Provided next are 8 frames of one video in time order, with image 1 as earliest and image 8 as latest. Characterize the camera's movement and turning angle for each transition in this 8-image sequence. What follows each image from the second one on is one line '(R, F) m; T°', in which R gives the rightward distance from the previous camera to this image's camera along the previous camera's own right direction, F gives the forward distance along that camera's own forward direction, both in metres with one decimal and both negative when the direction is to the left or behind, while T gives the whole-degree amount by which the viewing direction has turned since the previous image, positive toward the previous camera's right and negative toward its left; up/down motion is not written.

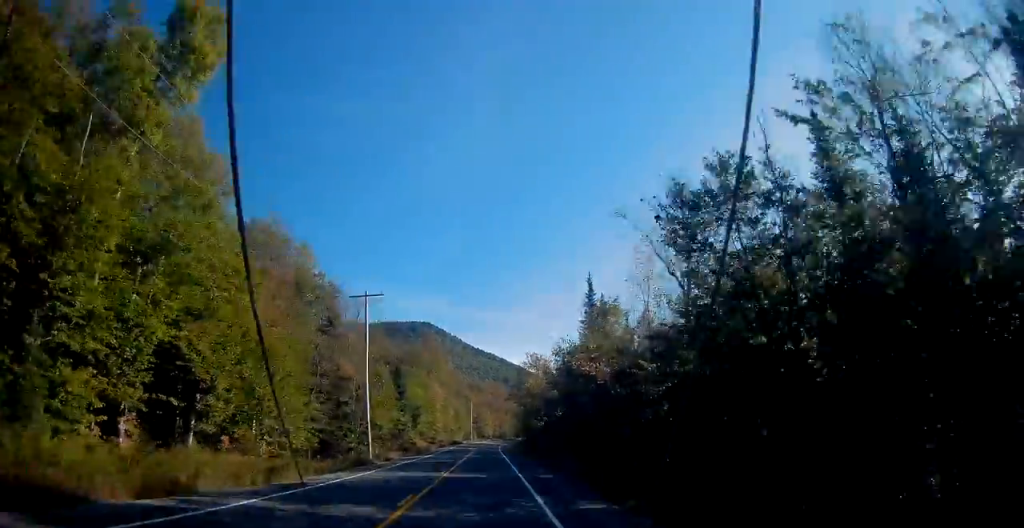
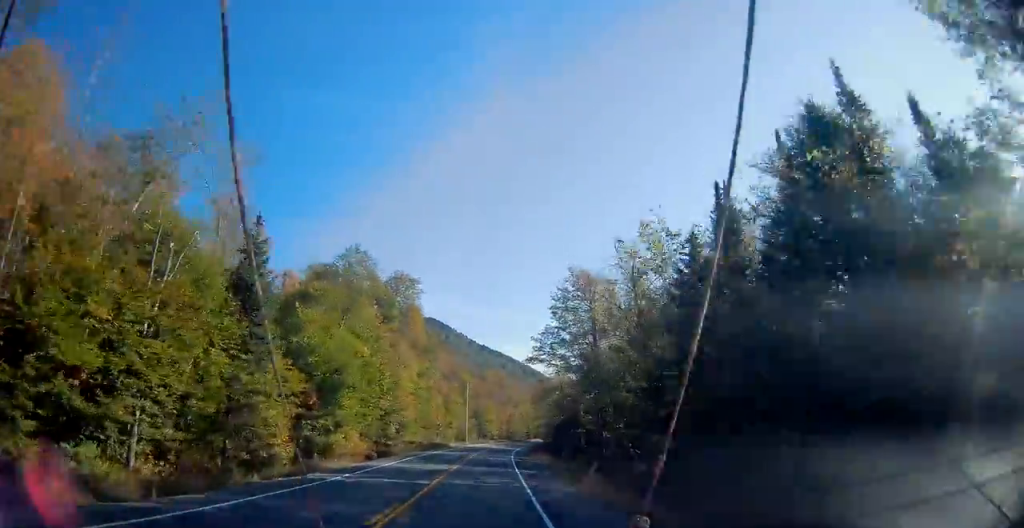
(-0.1, +52.0) m; 0°
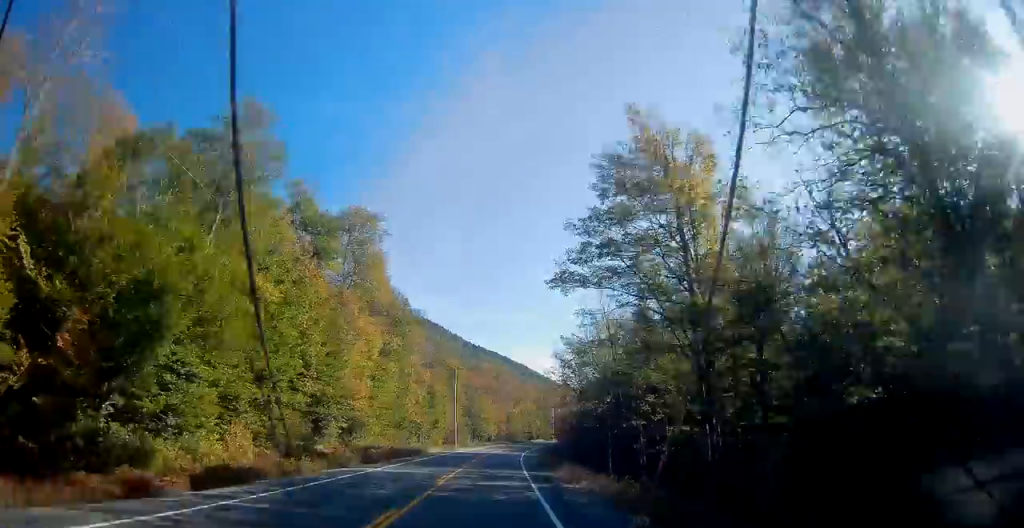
(0.0, +25.3) m; 0°
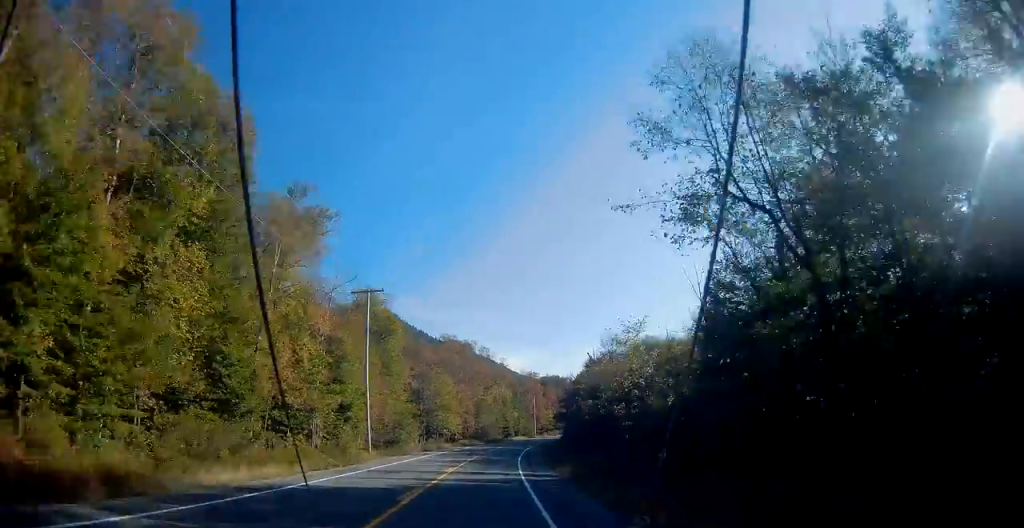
(+0.4, +44.2) m; +2°
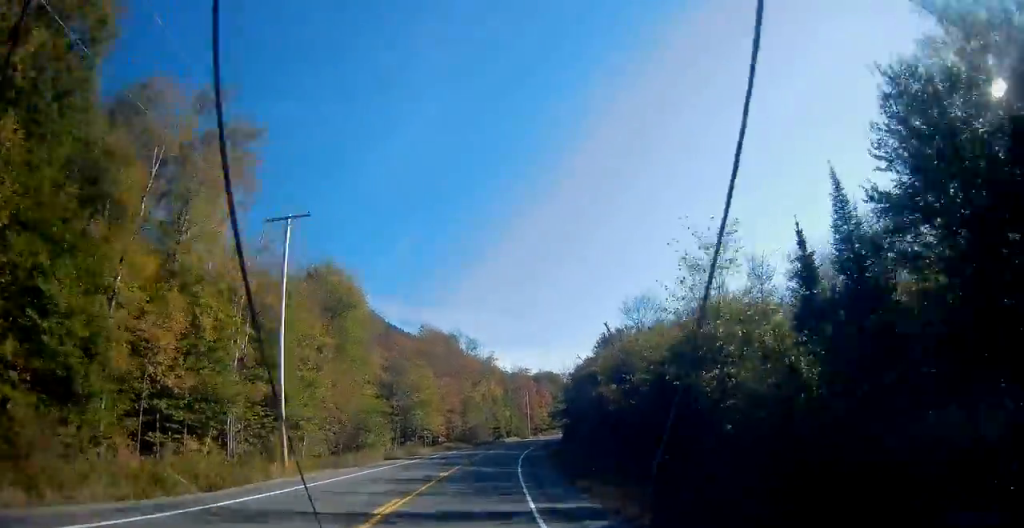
(+0.1, +14.6) m; +1°
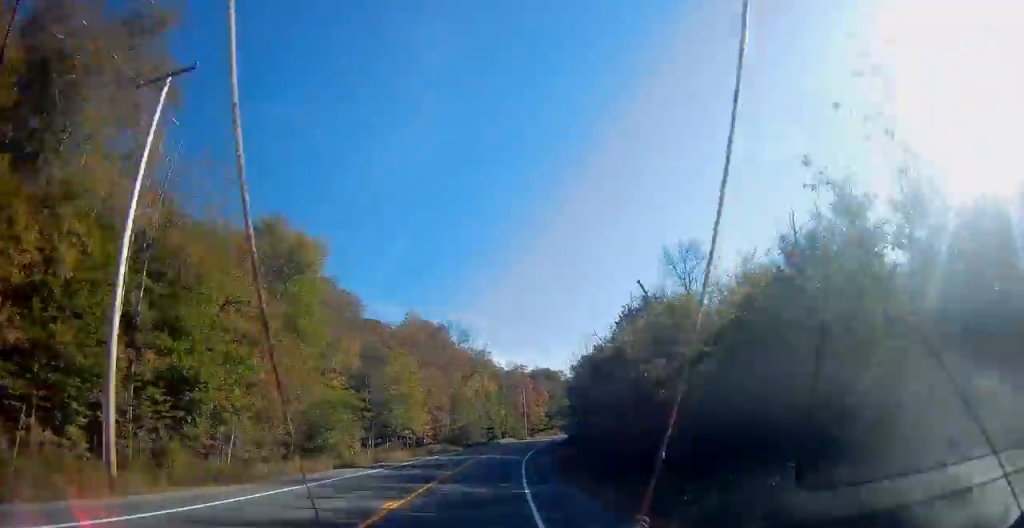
(0.0, +12.0) m; +1°
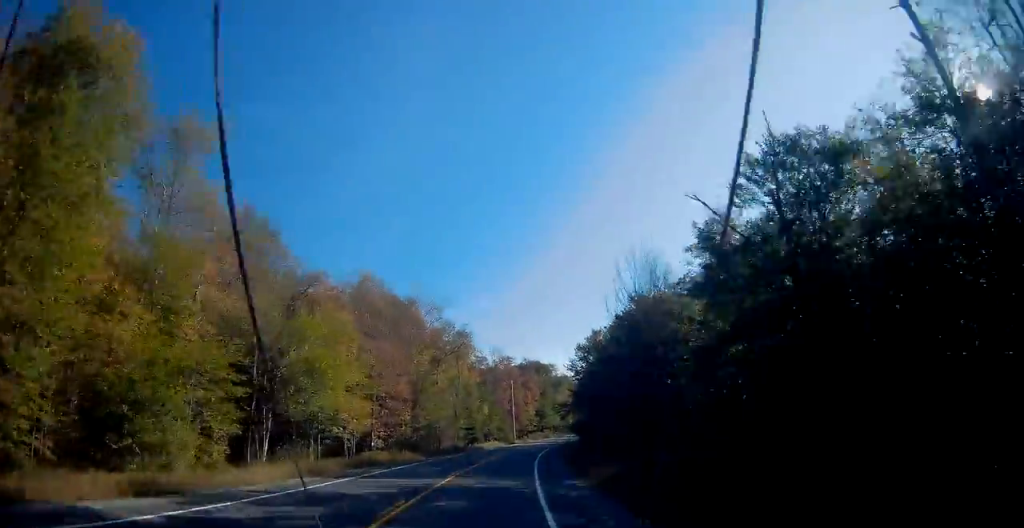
(+0.6, +24.9) m; +2°
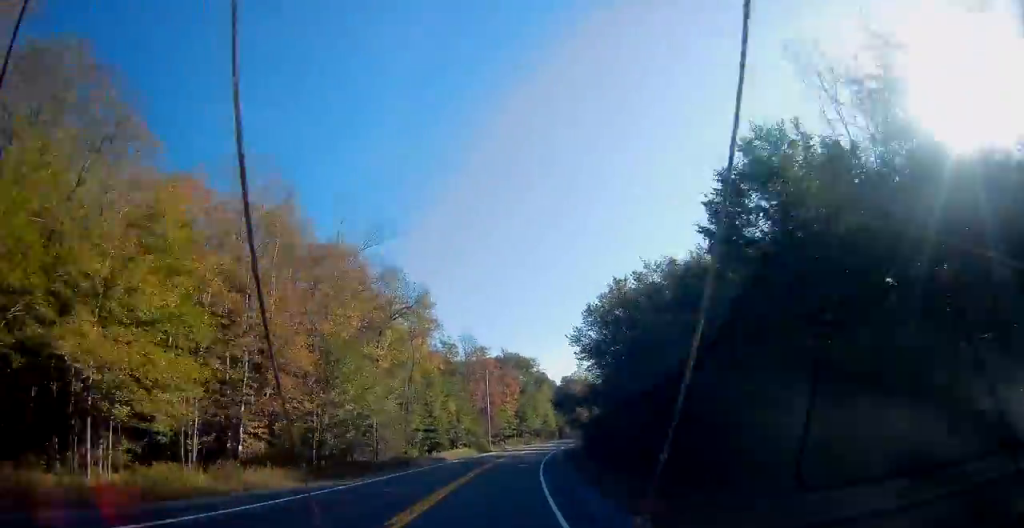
(+0.3, +24.8) m; +1°
